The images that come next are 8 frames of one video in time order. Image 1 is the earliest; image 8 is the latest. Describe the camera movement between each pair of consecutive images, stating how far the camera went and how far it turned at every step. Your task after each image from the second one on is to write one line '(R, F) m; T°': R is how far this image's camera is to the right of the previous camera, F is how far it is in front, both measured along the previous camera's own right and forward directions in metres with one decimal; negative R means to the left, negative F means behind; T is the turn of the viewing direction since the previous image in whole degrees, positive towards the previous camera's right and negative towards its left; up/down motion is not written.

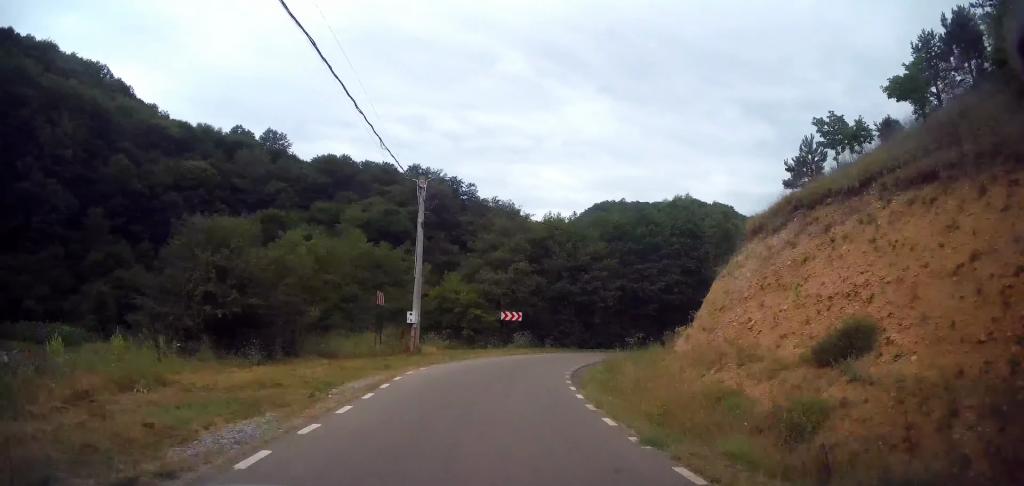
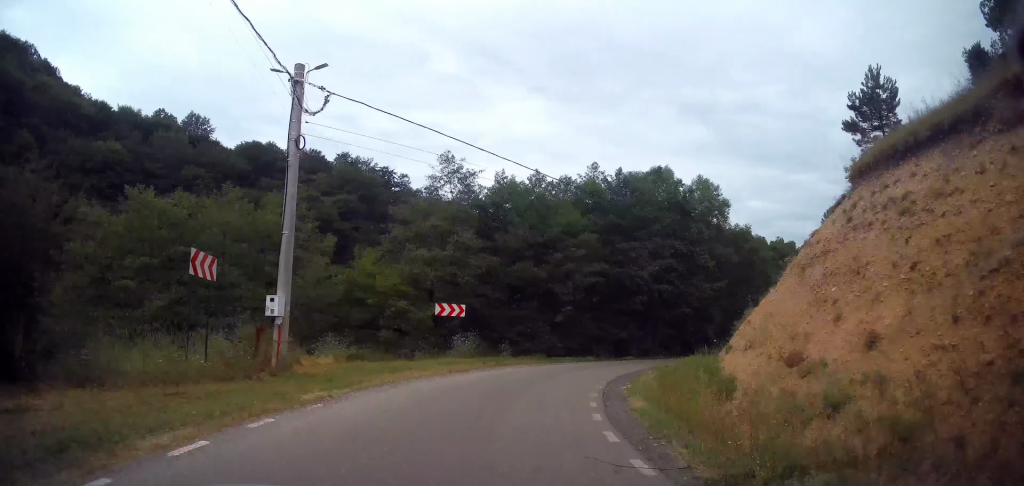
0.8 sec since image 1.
(+0.2, +11.0) m; +6°
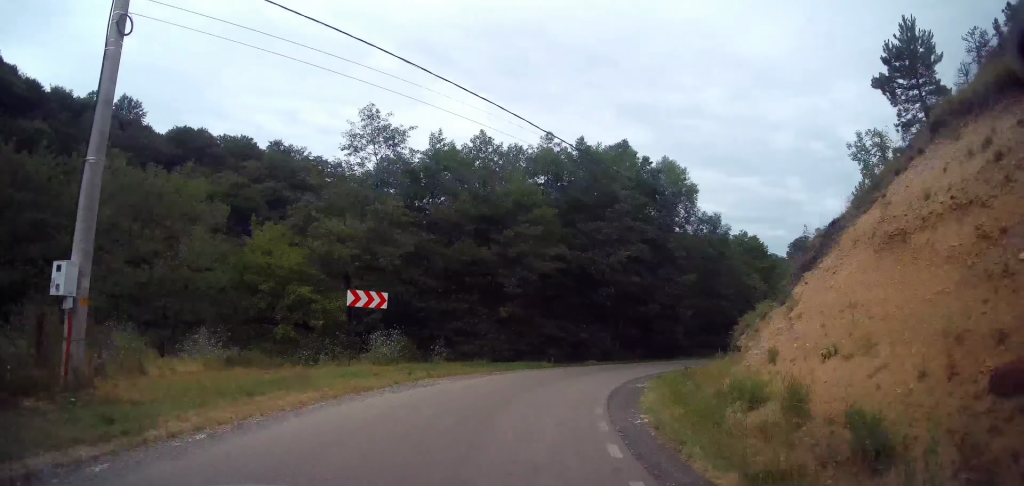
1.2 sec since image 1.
(+0.2, +6.0) m; +5°
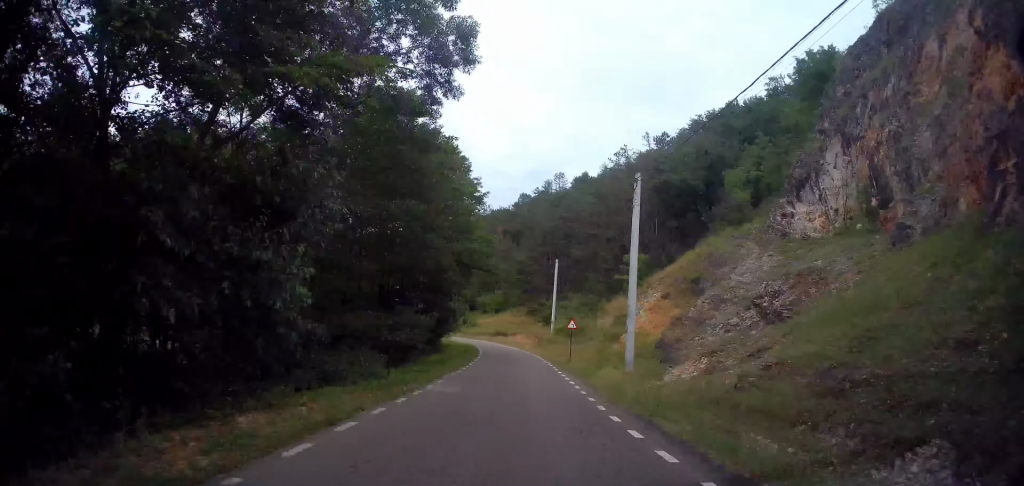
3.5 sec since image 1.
(+9.6, +28.5) m; +40°
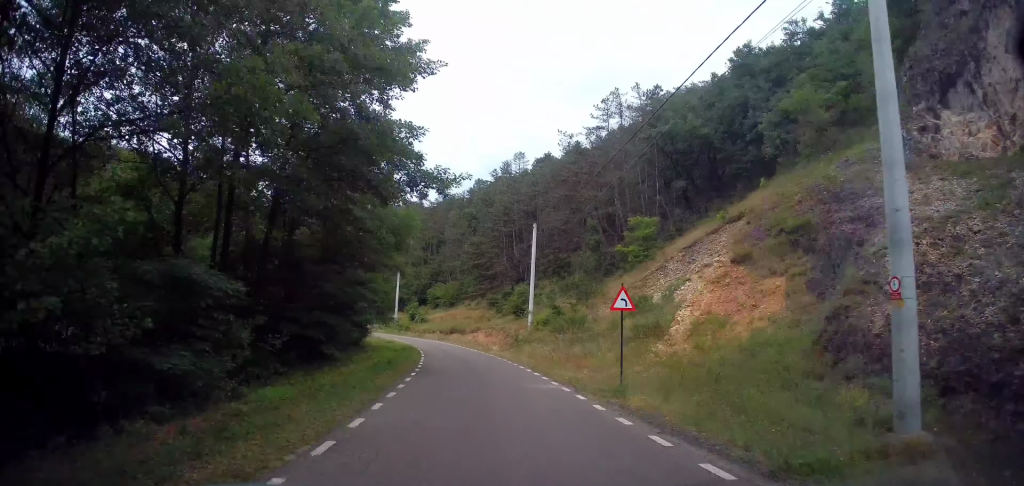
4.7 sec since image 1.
(+2.0, +17.3) m; +8°
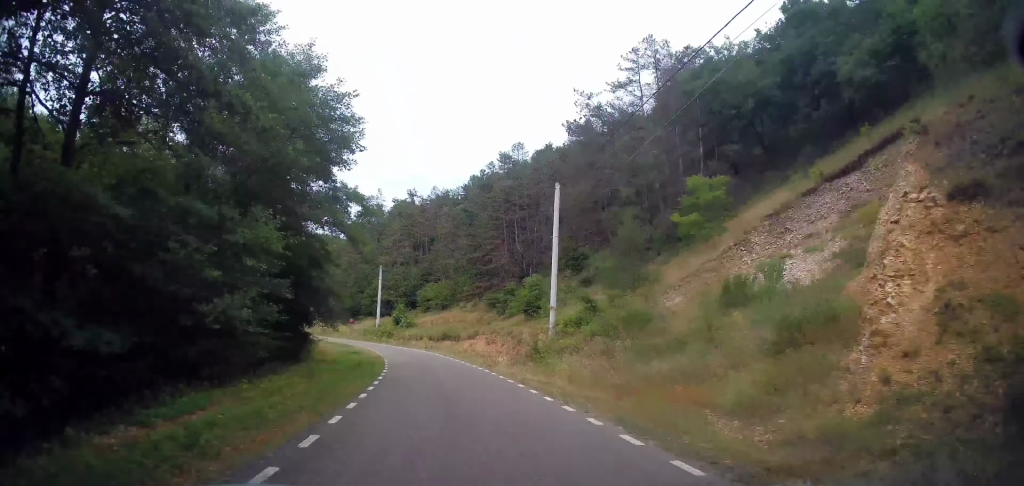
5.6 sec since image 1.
(+0.2, +12.2) m; 0°
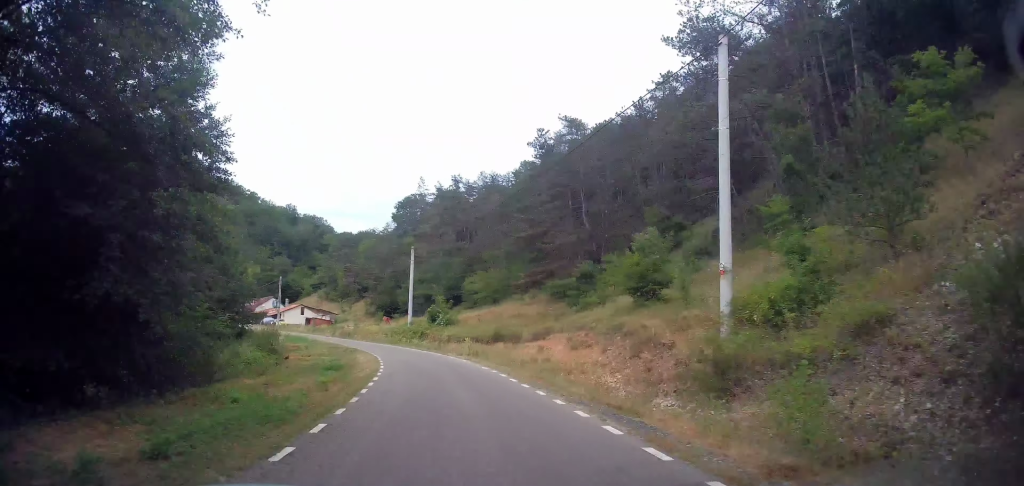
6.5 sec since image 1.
(-0.2, +14.9) m; -6°
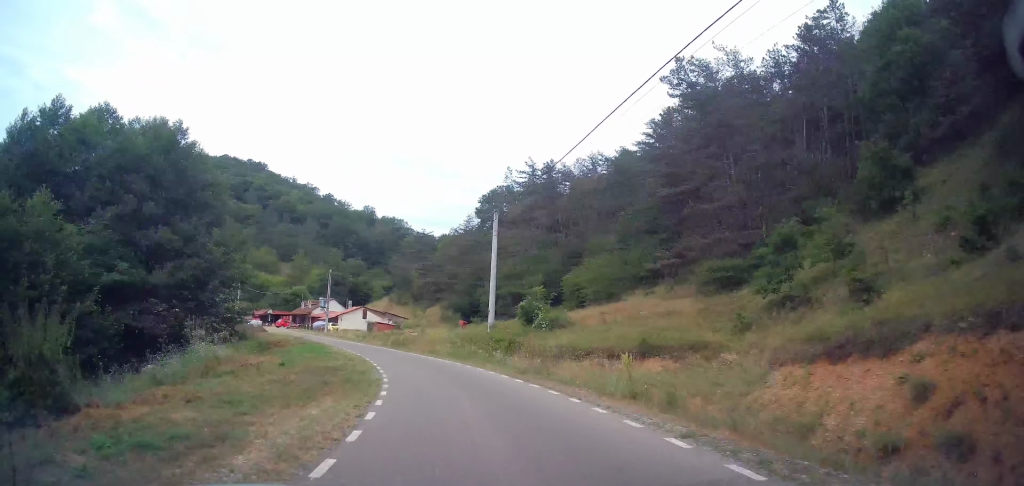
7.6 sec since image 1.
(-1.8, +17.8) m; -11°
